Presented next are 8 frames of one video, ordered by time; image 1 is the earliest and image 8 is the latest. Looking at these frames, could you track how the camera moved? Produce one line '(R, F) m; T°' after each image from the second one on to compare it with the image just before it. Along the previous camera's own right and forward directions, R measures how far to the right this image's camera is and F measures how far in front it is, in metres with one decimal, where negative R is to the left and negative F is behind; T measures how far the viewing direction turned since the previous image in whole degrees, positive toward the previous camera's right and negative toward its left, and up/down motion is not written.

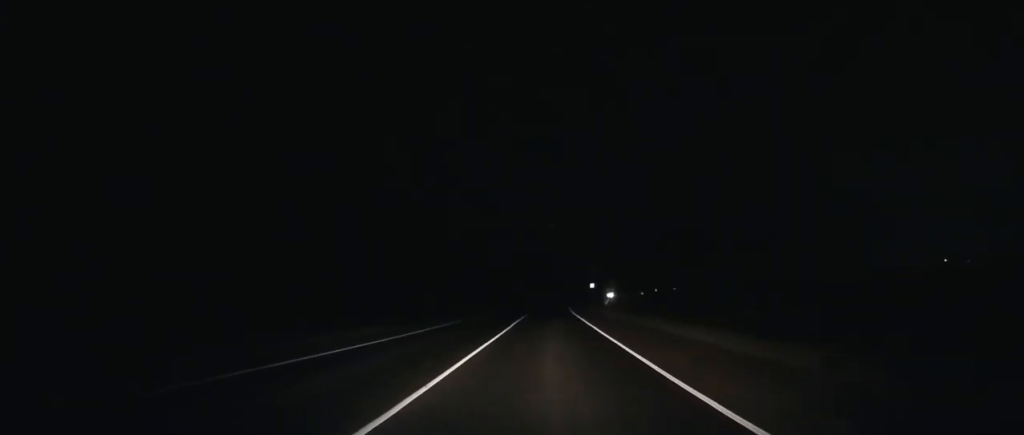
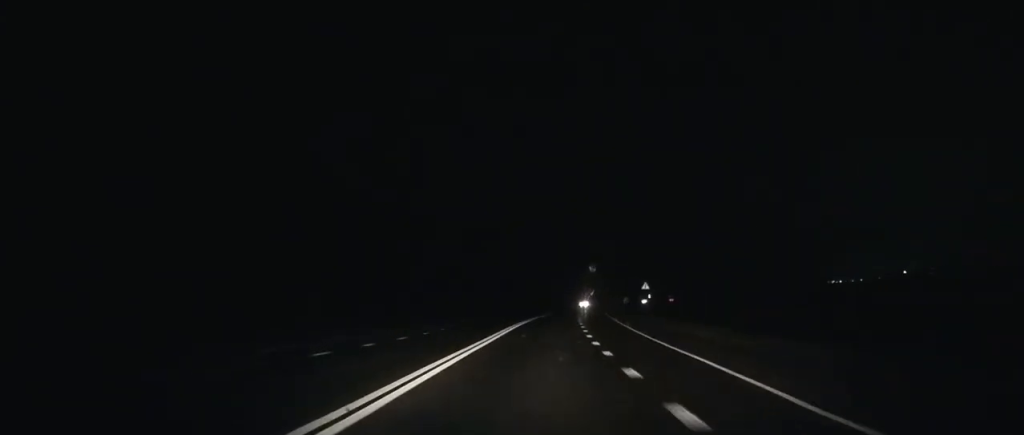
(+5.3, +133.0) m; +6°
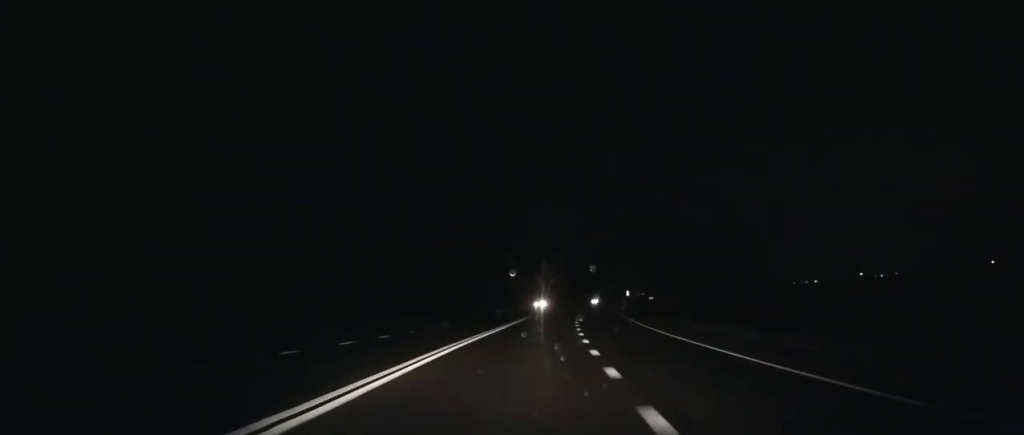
(+2.3, +66.9) m; +4°
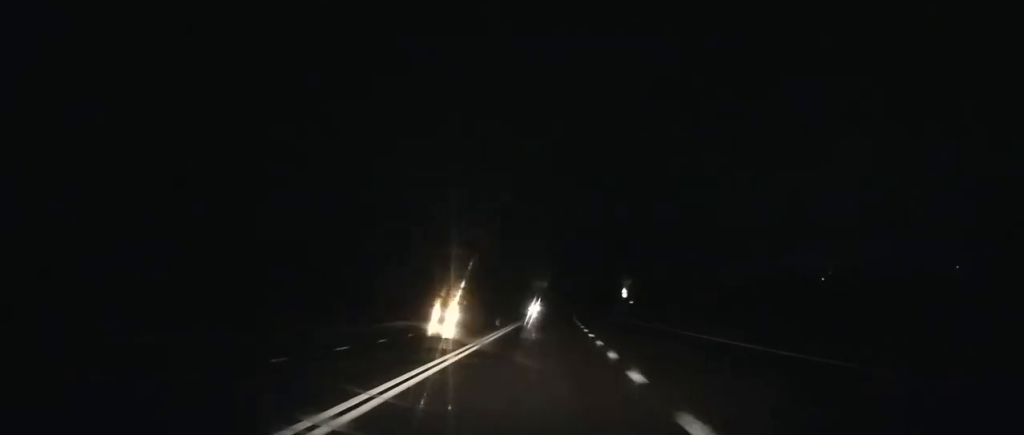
(+3.8, +80.7) m; +5°
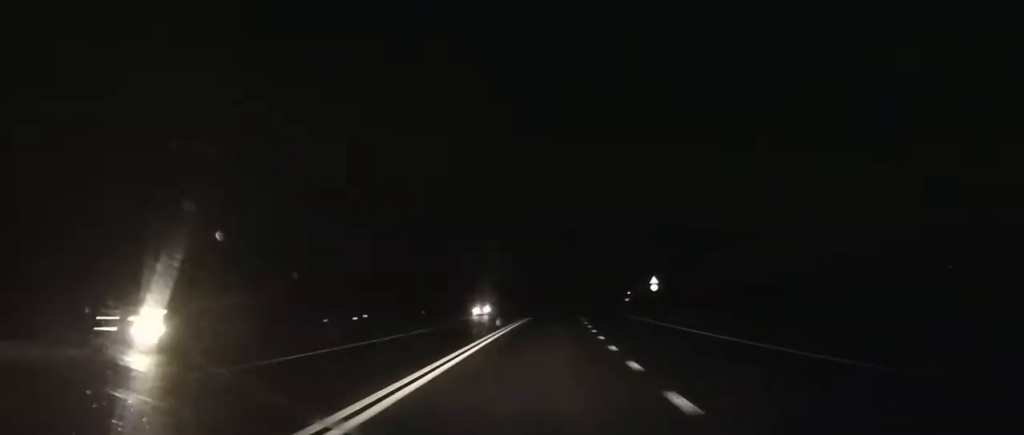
(+0.9, +39.4) m; +2°
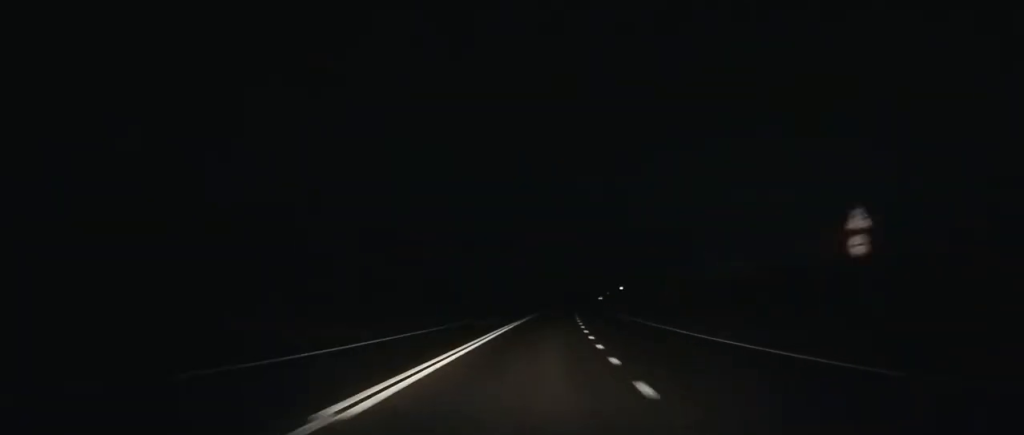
(+0.6, +46.8) m; +2°
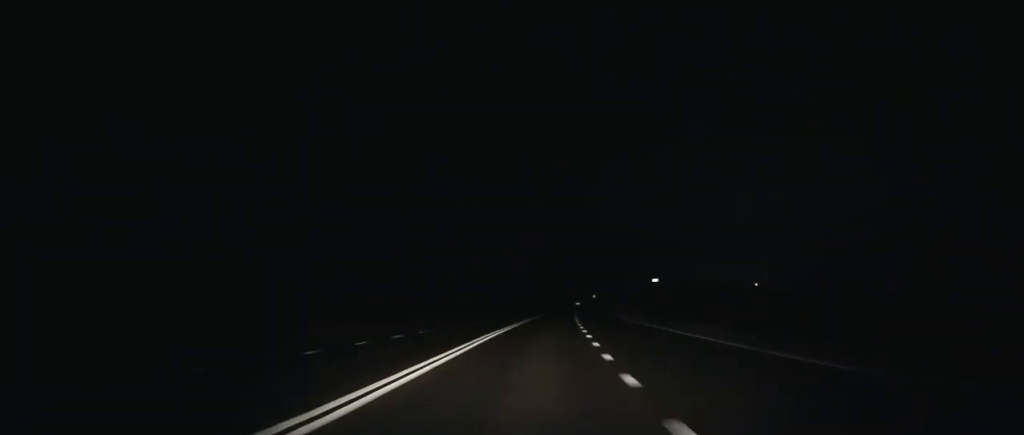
(+1.6, +54.5) m; +2°
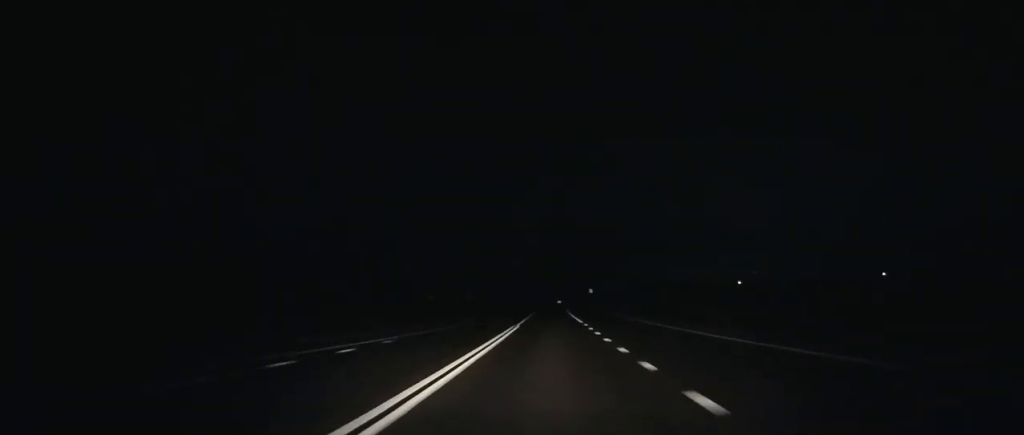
(+1.0, +52.9) m; +2°
